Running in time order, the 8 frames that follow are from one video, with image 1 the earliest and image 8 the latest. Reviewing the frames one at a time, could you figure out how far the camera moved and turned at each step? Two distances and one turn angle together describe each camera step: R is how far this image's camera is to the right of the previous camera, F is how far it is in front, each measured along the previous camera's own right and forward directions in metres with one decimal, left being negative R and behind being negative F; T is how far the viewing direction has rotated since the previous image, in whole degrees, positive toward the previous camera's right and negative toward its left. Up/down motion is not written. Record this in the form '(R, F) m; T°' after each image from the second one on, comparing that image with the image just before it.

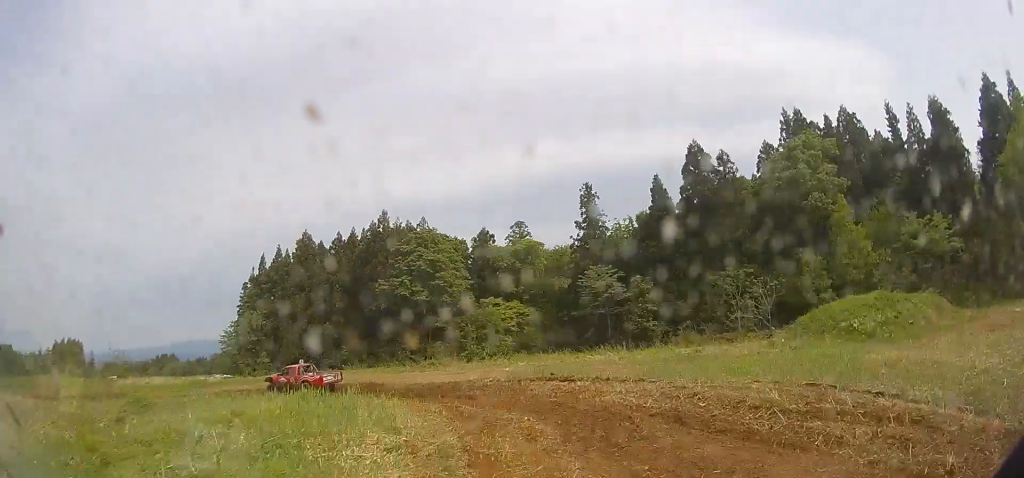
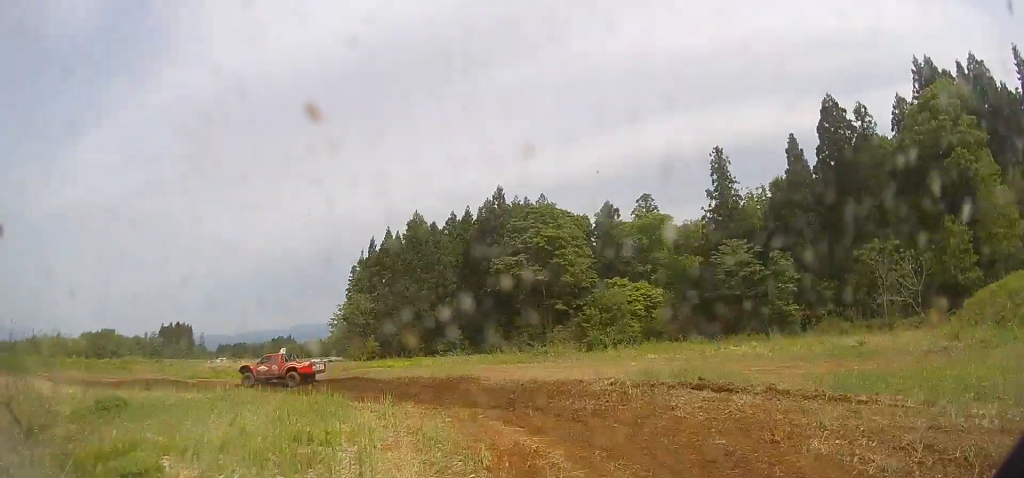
(-0.7, +6.1) m; -17°
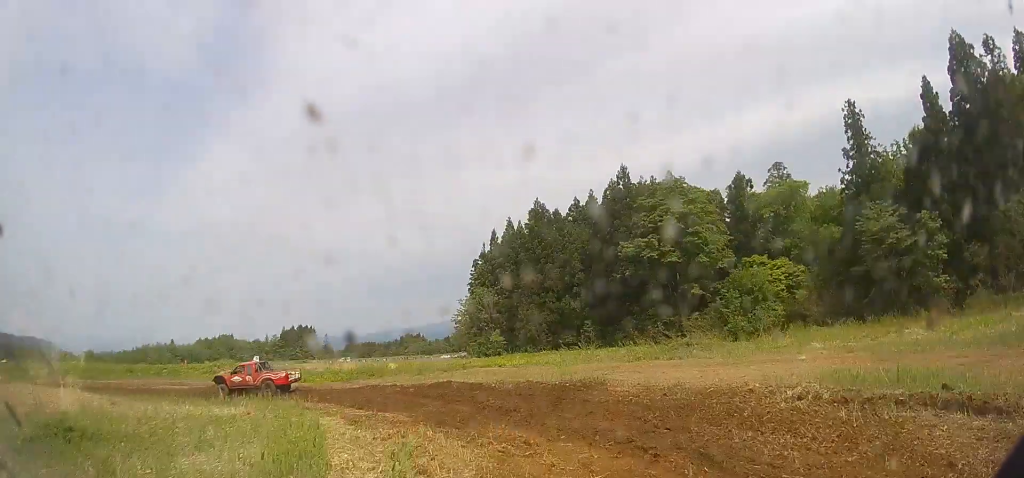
(-0.8, +4.8) m; -15°
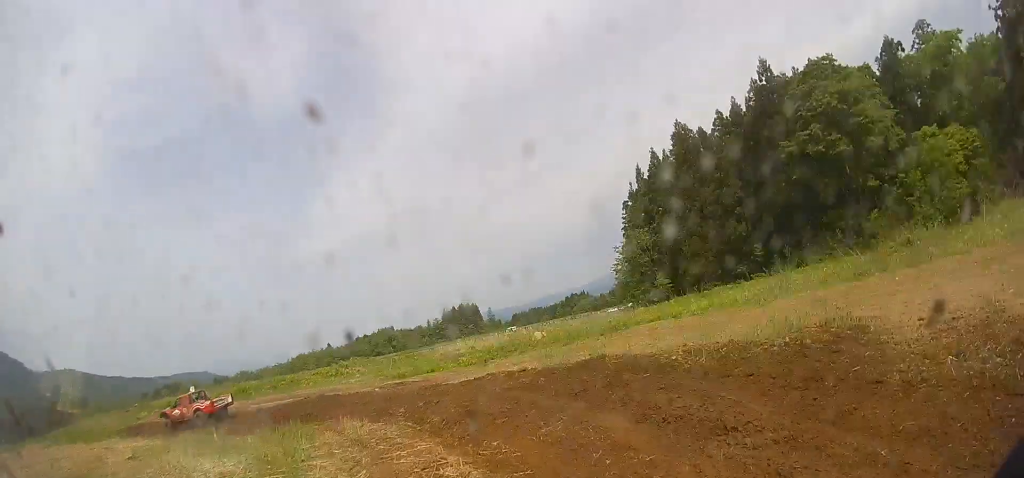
(-1.4, +7.1) m; -22°
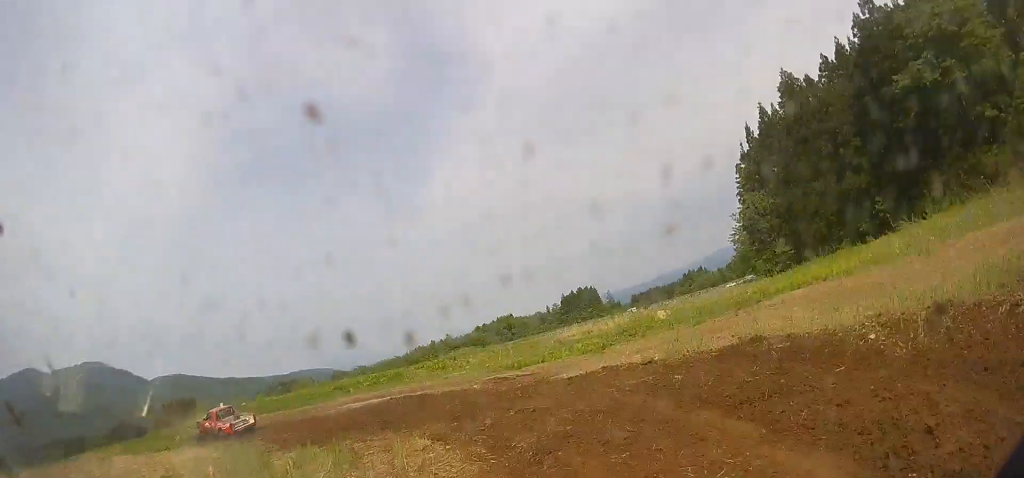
(-0.2, +3.4) m; -10°
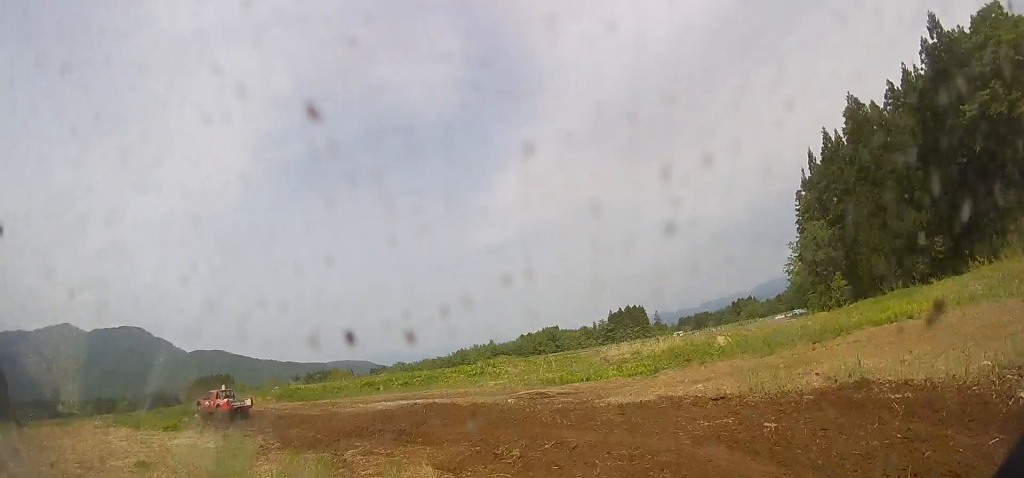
(-0.3, +2.6) m; -7°
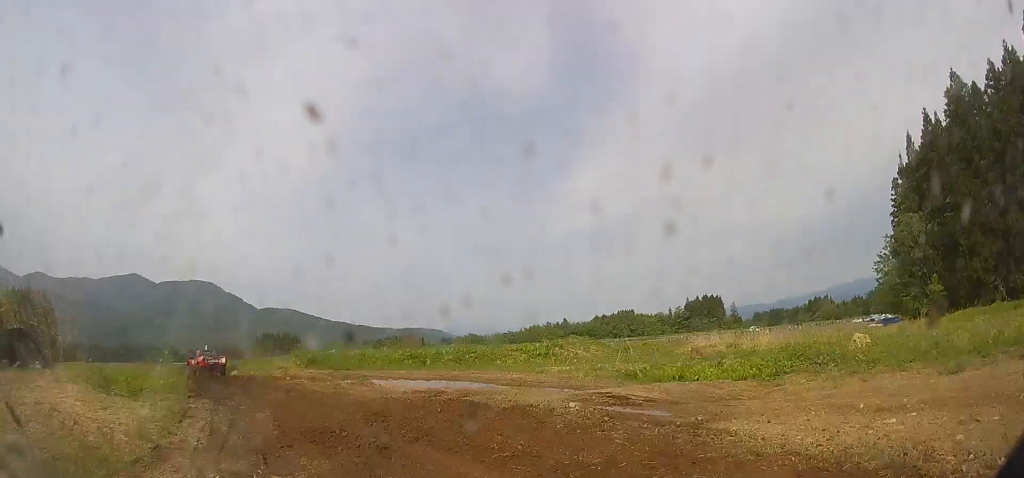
(-0.8, +5.6) m; -16°
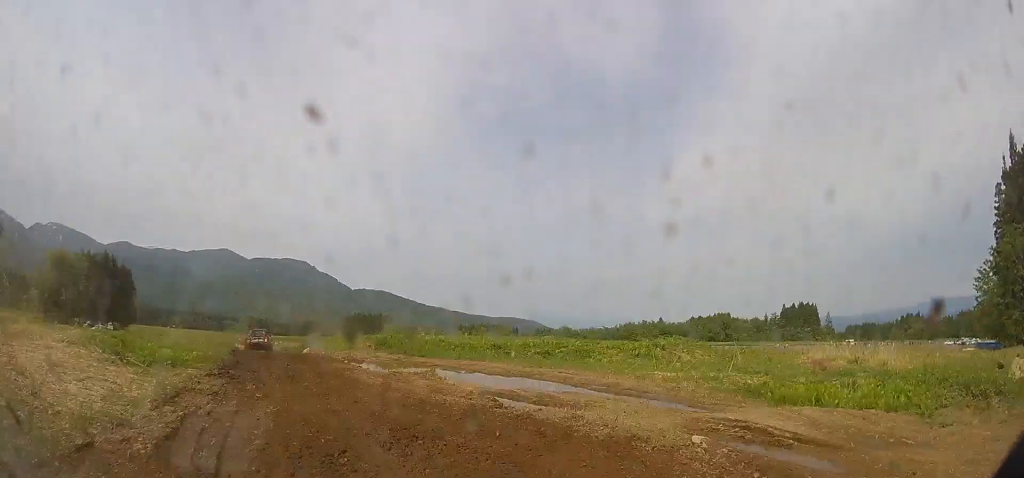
(0.0, +3.8) m; -12°
